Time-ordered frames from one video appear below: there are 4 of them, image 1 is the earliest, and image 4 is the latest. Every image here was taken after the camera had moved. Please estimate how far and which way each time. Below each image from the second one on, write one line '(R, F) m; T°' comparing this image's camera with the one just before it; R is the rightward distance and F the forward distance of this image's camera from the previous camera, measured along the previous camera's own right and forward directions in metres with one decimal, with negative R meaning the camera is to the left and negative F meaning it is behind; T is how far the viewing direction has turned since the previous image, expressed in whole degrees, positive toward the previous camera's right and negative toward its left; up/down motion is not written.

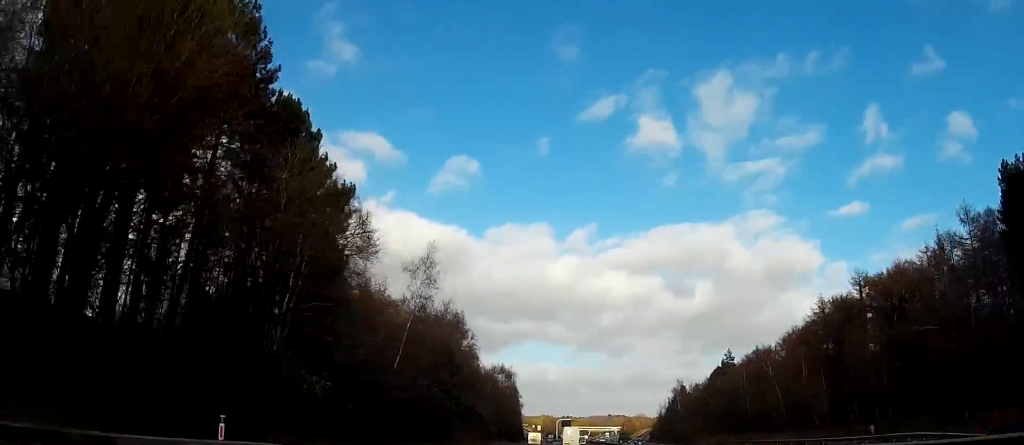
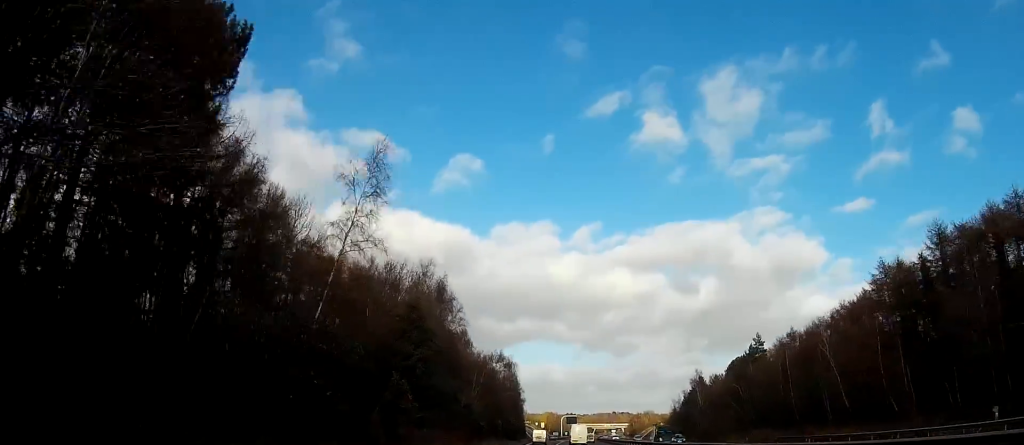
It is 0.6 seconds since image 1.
(0.0, +18.8) m; 0°
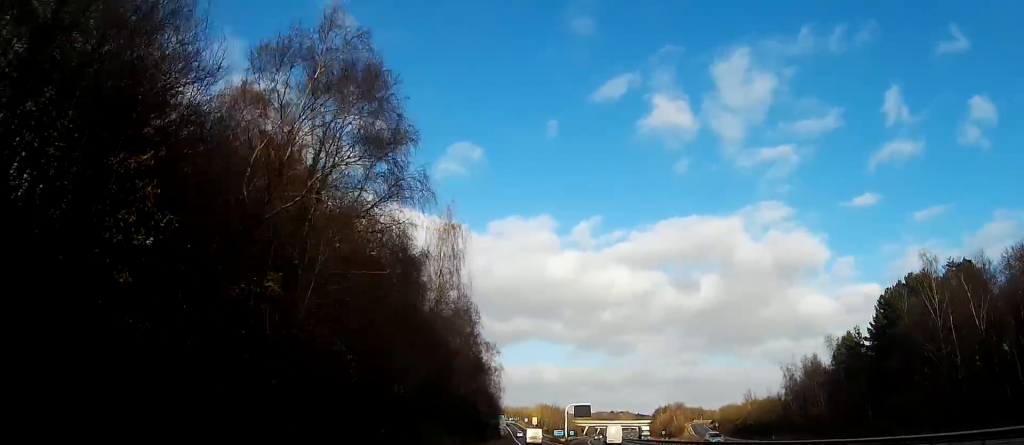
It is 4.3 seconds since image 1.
(-0.3, +108.5) m; 0°
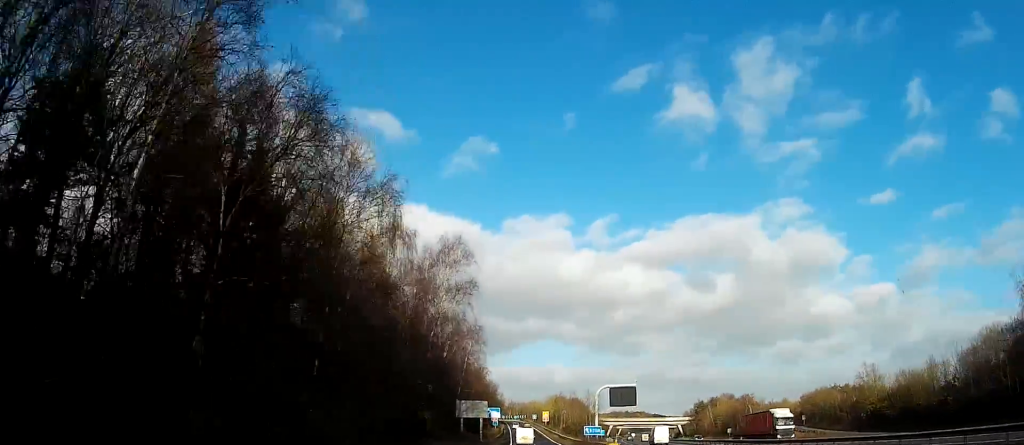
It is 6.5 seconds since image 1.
(-0.5, +67.7) m; -1°
